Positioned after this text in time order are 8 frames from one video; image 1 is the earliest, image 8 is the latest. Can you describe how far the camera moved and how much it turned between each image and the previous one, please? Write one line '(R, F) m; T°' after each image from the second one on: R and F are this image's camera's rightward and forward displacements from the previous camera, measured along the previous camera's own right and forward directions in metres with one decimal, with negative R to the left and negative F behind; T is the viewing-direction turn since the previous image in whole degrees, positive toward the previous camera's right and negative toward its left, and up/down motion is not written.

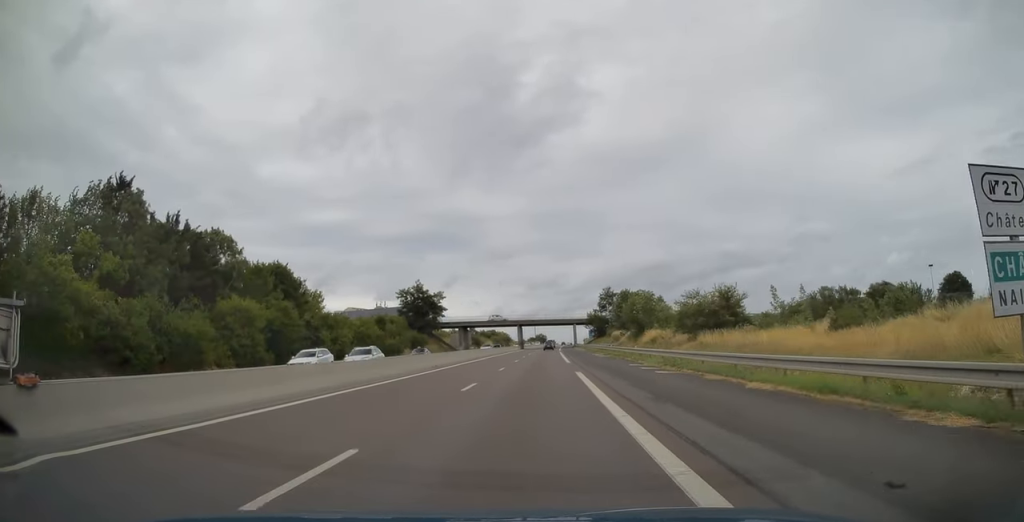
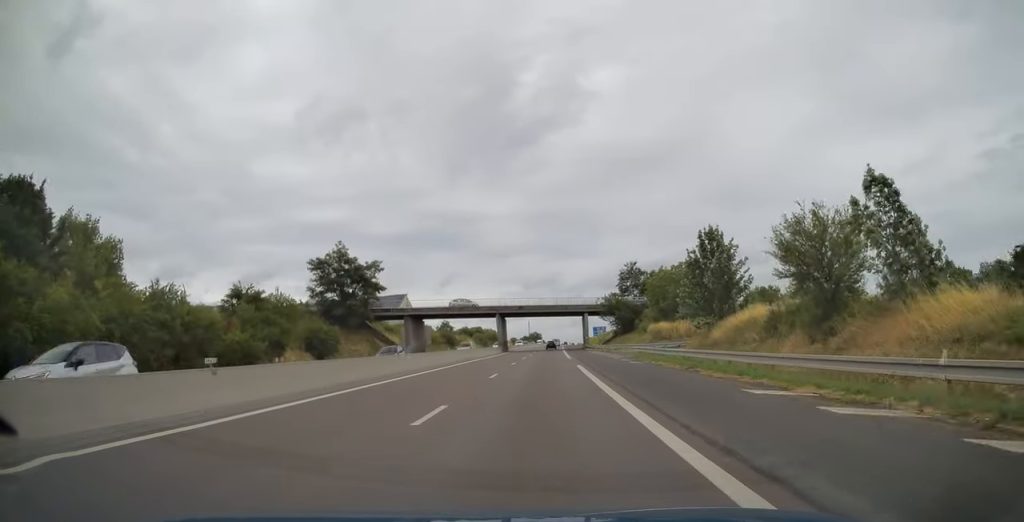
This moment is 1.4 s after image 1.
(+0.3, +45.9) m; +1°
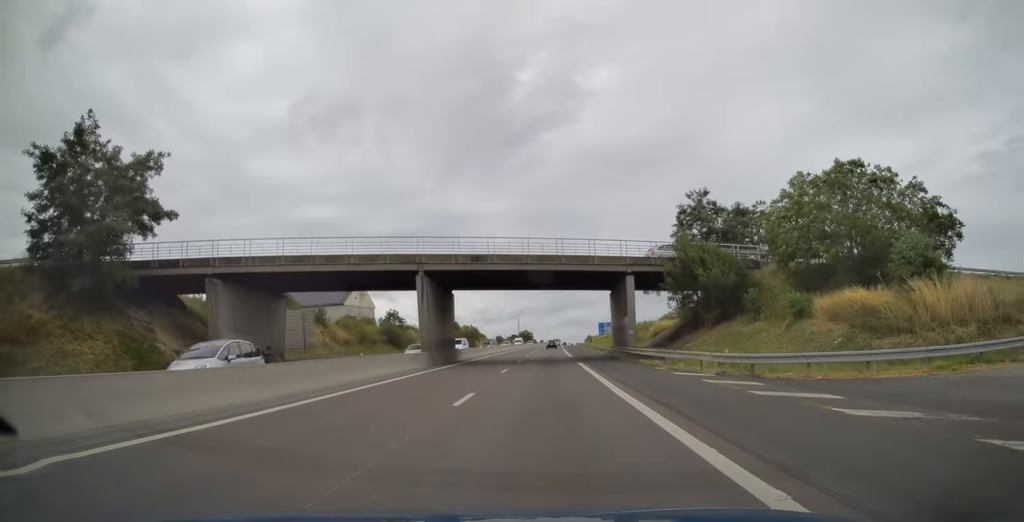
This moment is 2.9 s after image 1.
(+0.1, +48.0) m; 0°
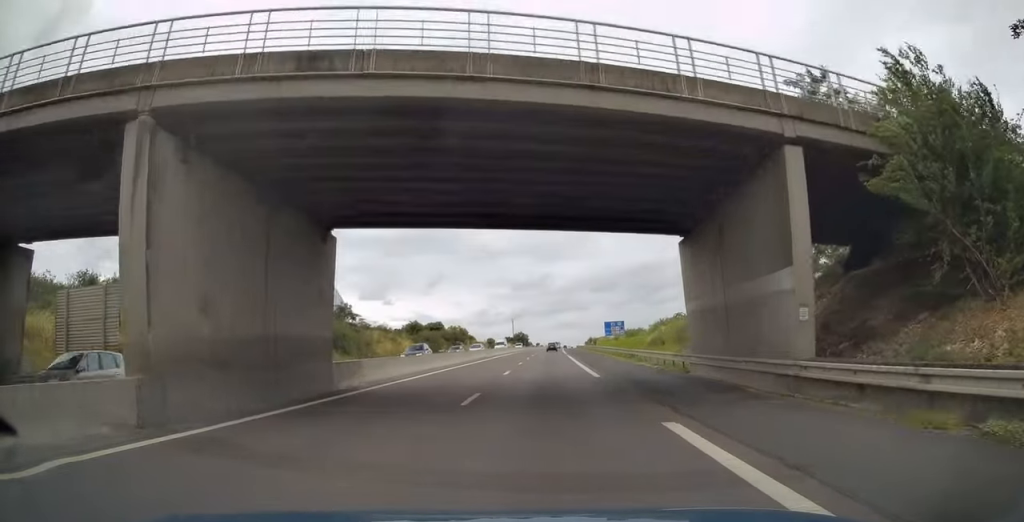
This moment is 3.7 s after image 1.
(+0.2, +25.1) m; 0°
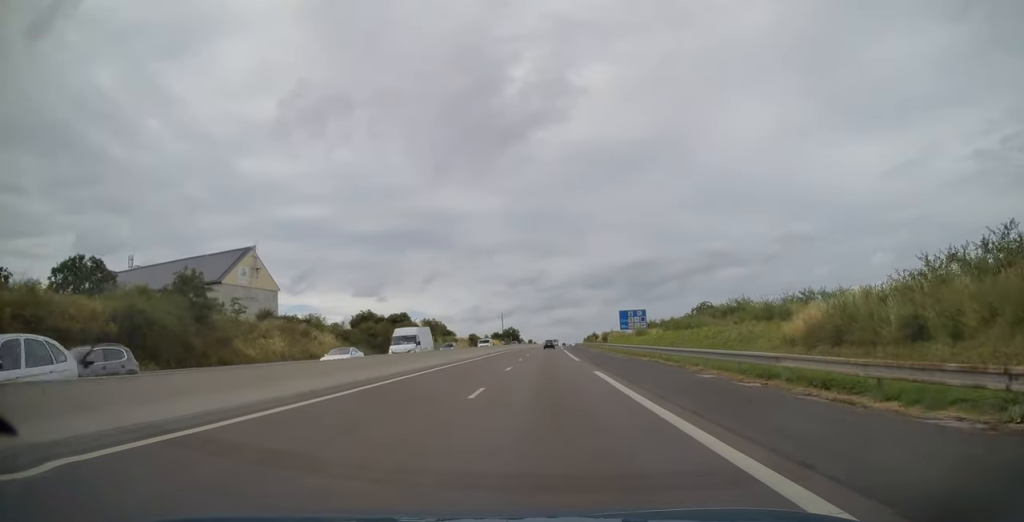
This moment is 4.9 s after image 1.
(+0.1, +37.4) m; +1°
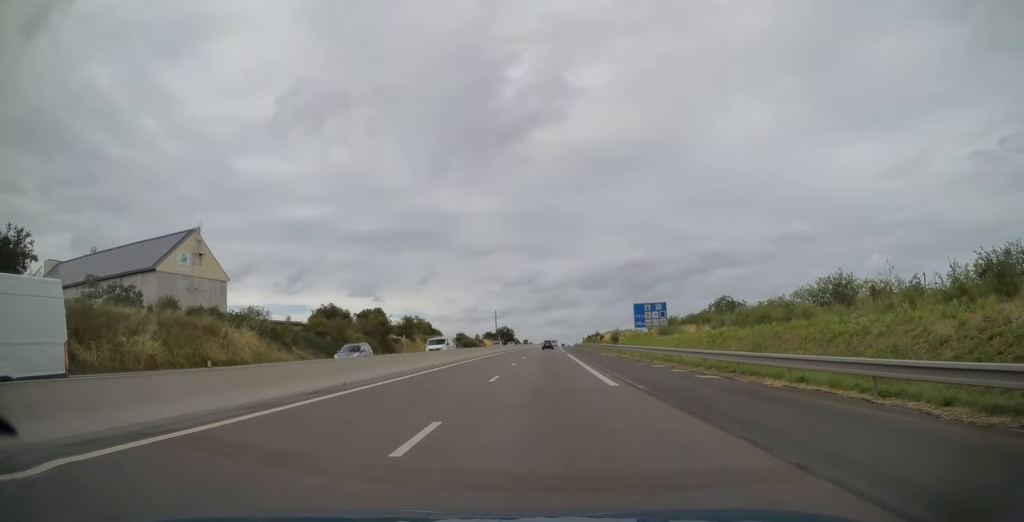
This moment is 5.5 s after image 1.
(+0.2, +19.8) m; 0°
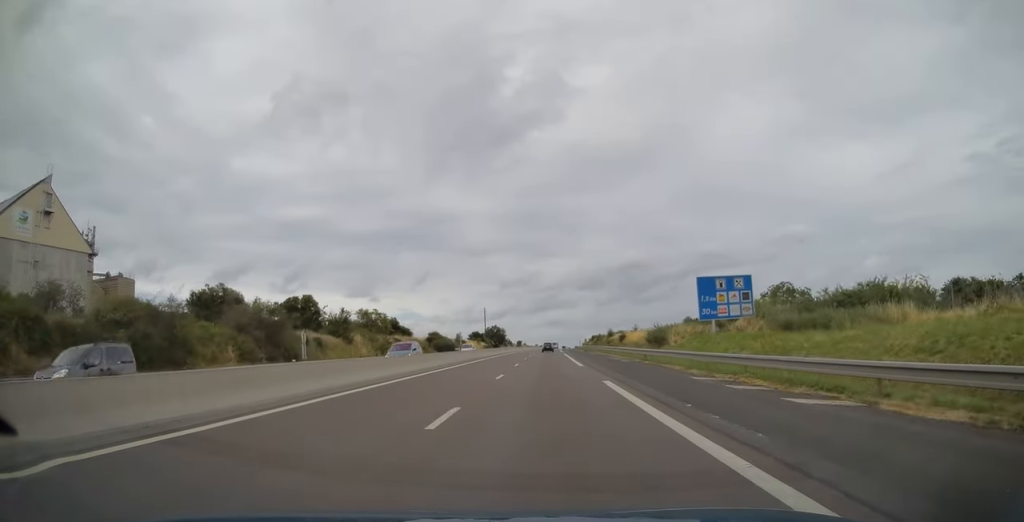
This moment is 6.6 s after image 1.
(+0.1, +35.8) m; 0°
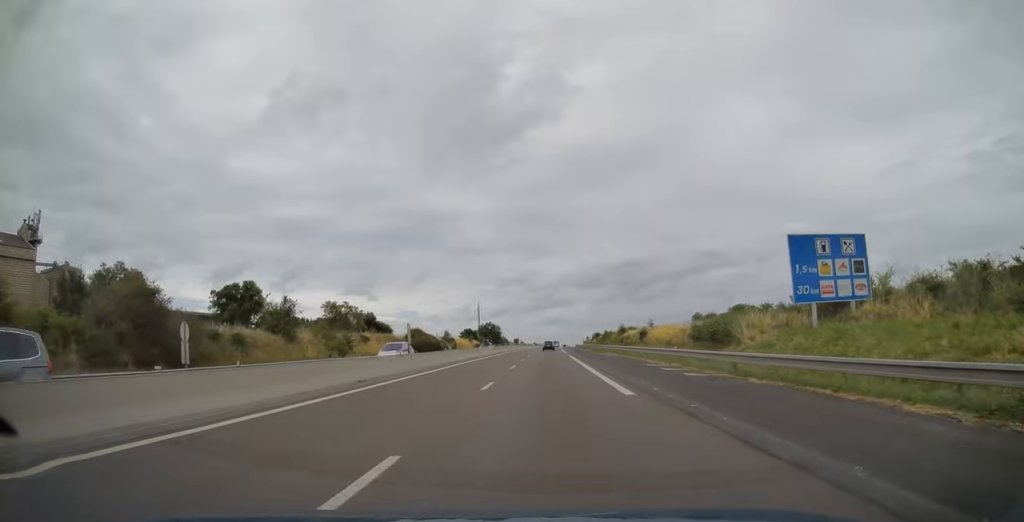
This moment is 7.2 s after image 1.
(-0.1, +18.2) m; 0°
